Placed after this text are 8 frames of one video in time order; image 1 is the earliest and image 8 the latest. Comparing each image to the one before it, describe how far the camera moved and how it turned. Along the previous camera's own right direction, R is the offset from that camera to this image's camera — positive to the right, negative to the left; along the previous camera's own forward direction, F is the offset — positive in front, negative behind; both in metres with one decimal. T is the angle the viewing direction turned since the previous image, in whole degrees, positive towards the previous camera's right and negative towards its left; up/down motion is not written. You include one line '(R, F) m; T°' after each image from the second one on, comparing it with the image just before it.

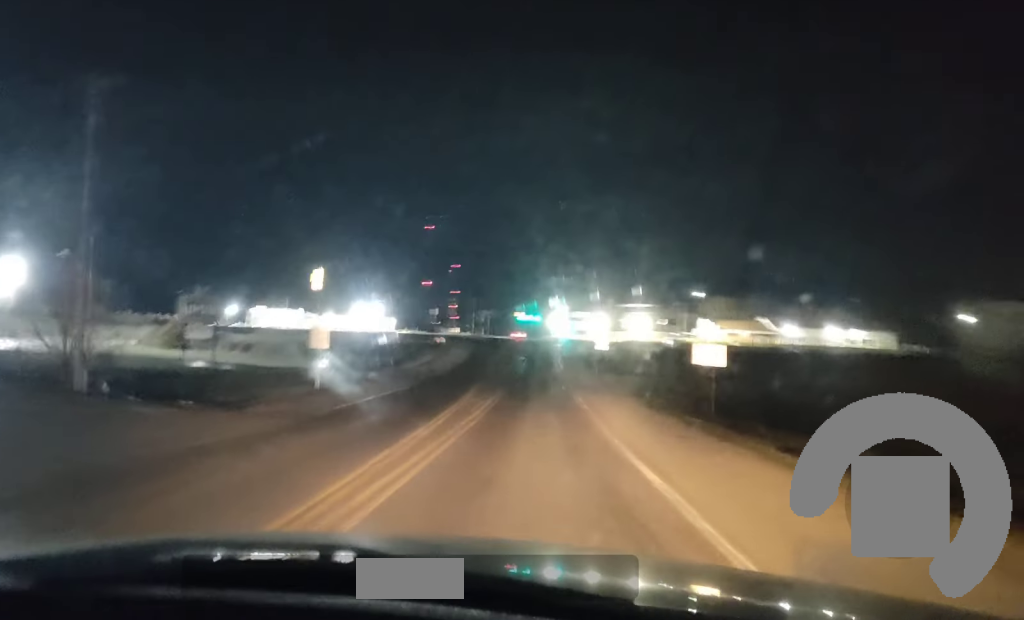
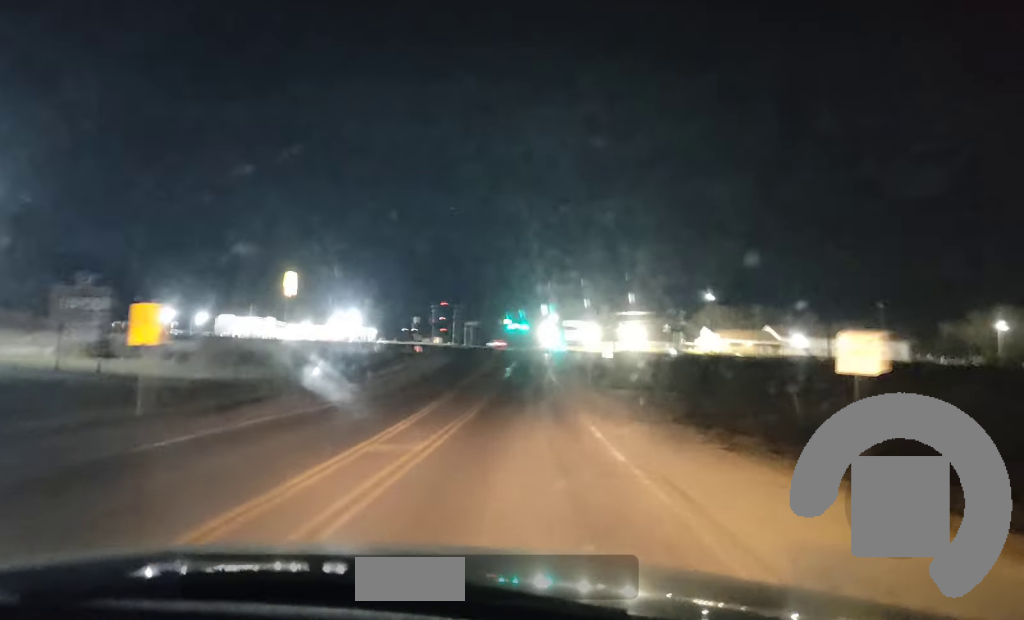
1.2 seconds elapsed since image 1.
(+0.2, +18.4) m; 0°
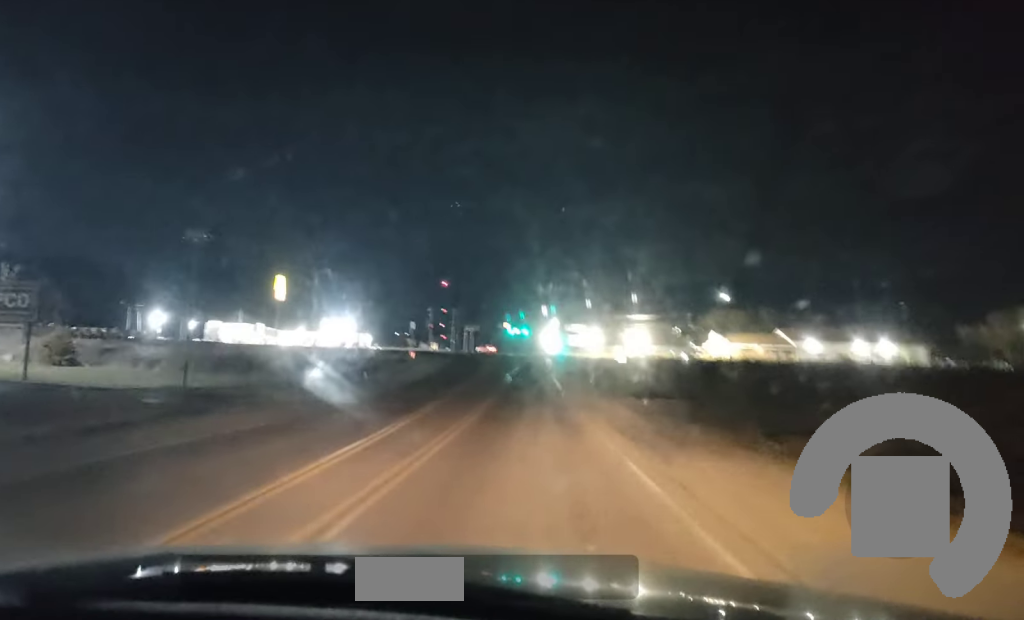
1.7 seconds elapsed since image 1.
(0.0, +8.7) m; 0°
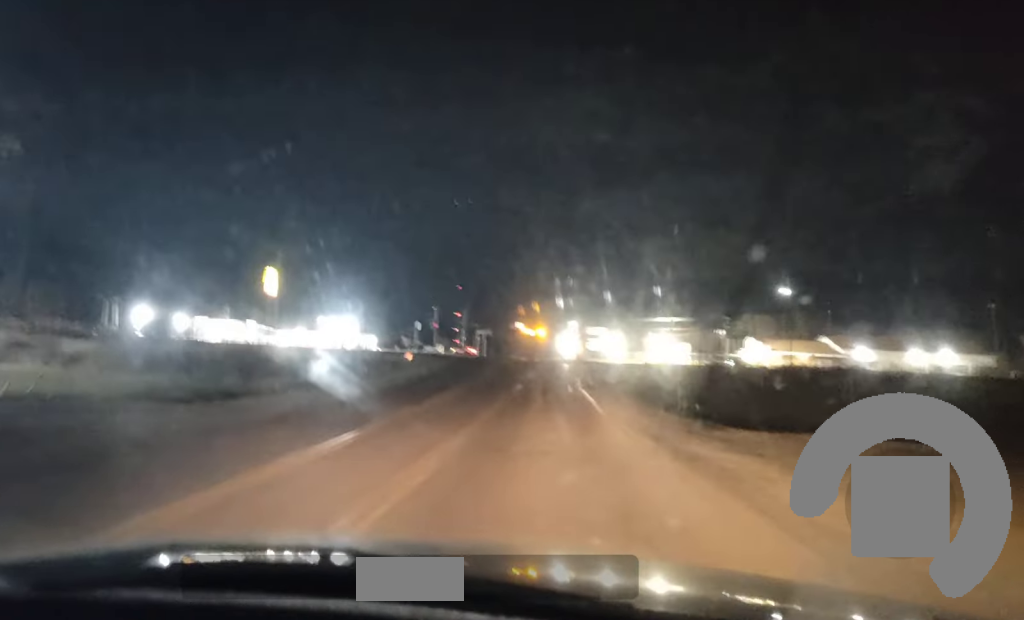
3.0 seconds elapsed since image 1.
(-0.3, +20.3) m; -1°
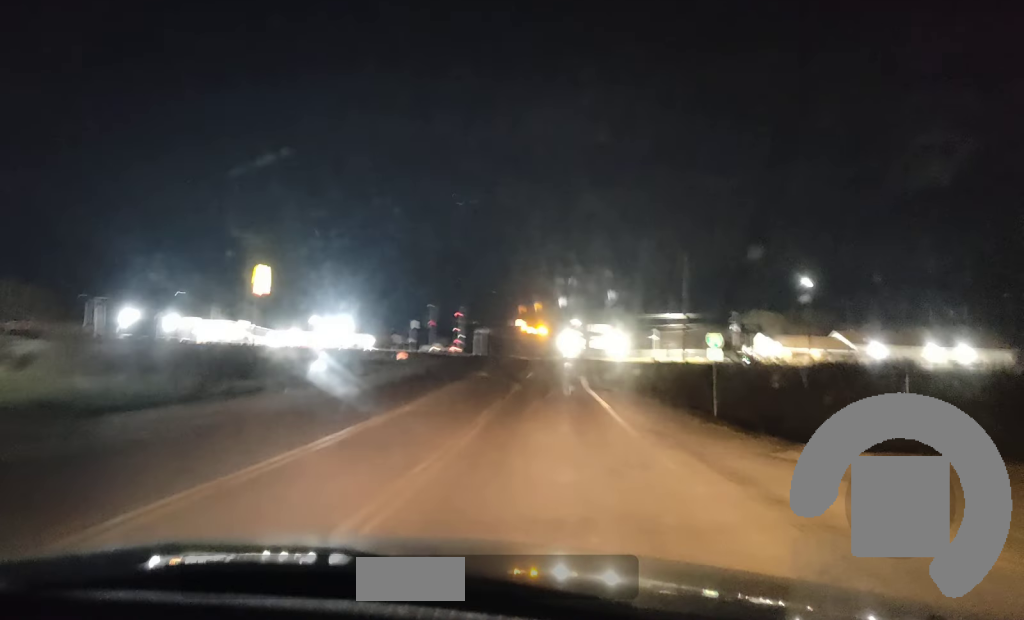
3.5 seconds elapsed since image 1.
(0.0, +7.0) m; 0°
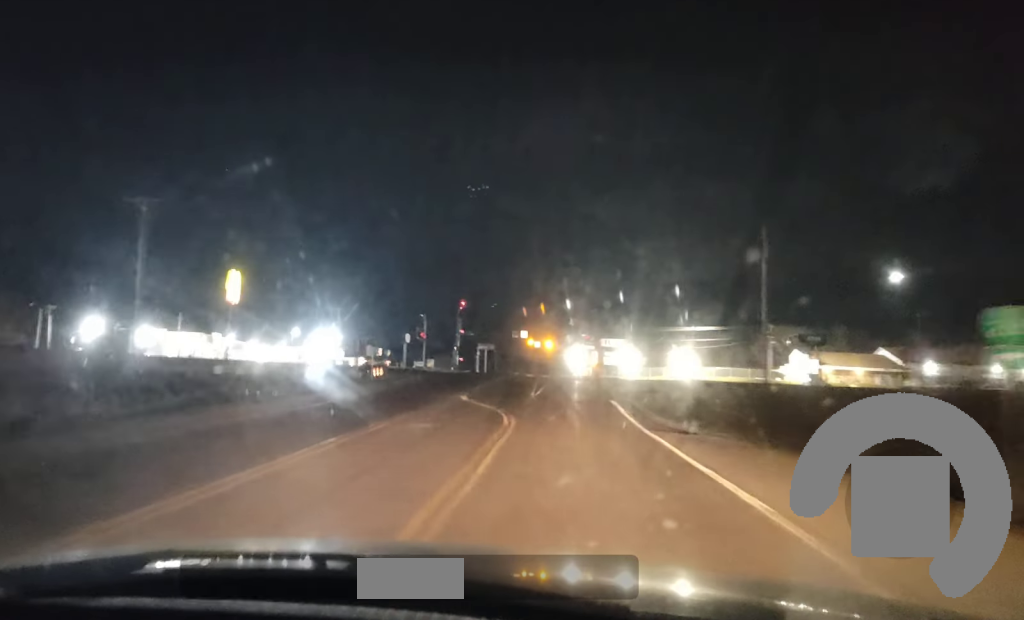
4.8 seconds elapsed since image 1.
(-0.2, +20.4) m; -1°
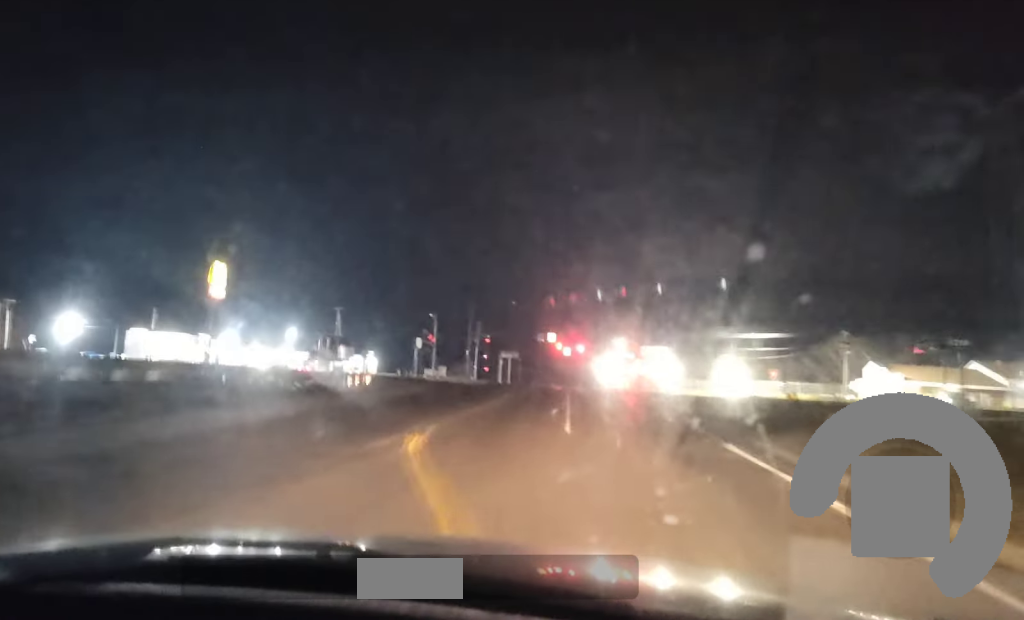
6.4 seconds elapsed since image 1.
(-0.2, +23.5) m; -3°
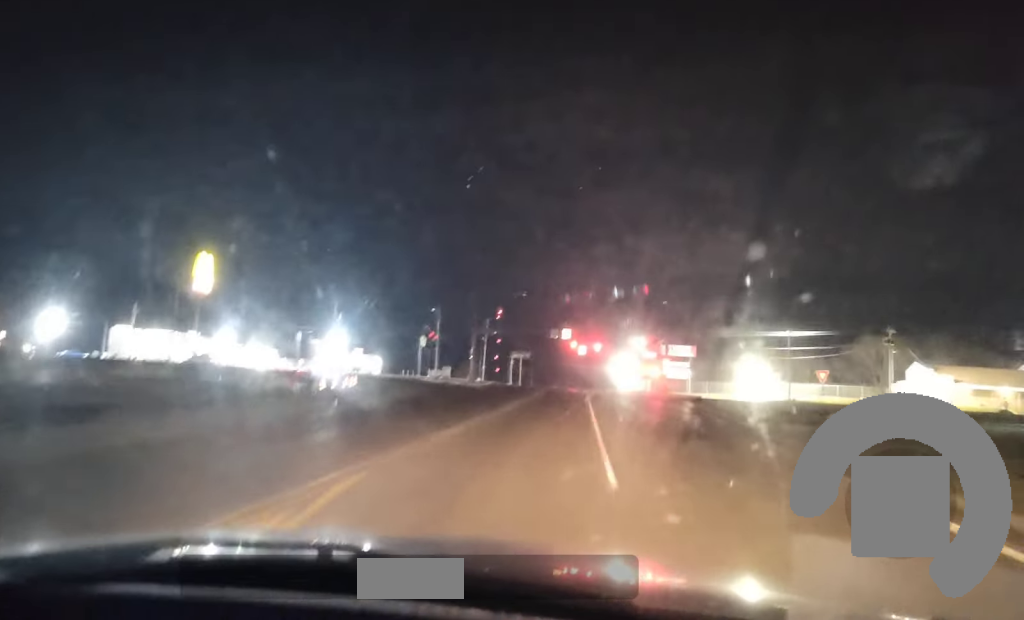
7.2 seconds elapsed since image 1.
(-0.4, +11.2) m; 0°
